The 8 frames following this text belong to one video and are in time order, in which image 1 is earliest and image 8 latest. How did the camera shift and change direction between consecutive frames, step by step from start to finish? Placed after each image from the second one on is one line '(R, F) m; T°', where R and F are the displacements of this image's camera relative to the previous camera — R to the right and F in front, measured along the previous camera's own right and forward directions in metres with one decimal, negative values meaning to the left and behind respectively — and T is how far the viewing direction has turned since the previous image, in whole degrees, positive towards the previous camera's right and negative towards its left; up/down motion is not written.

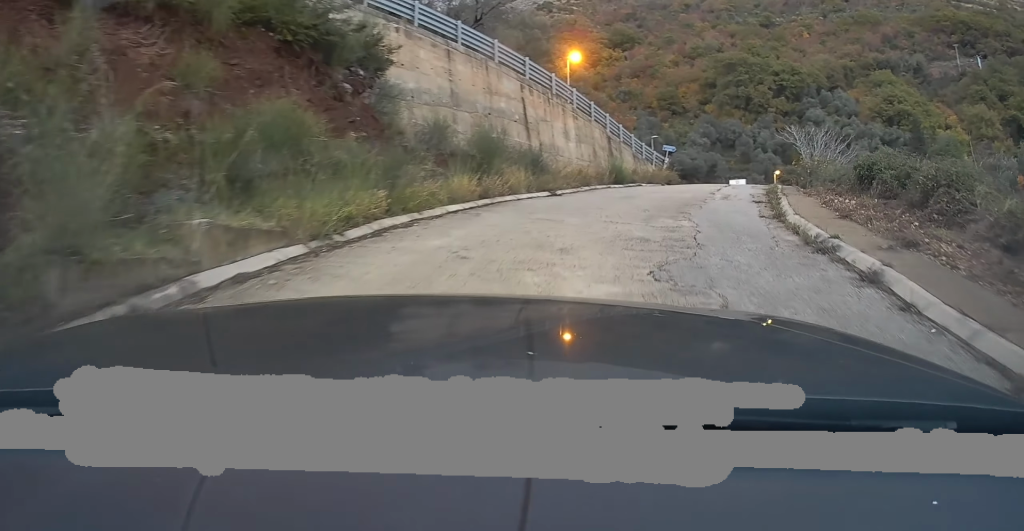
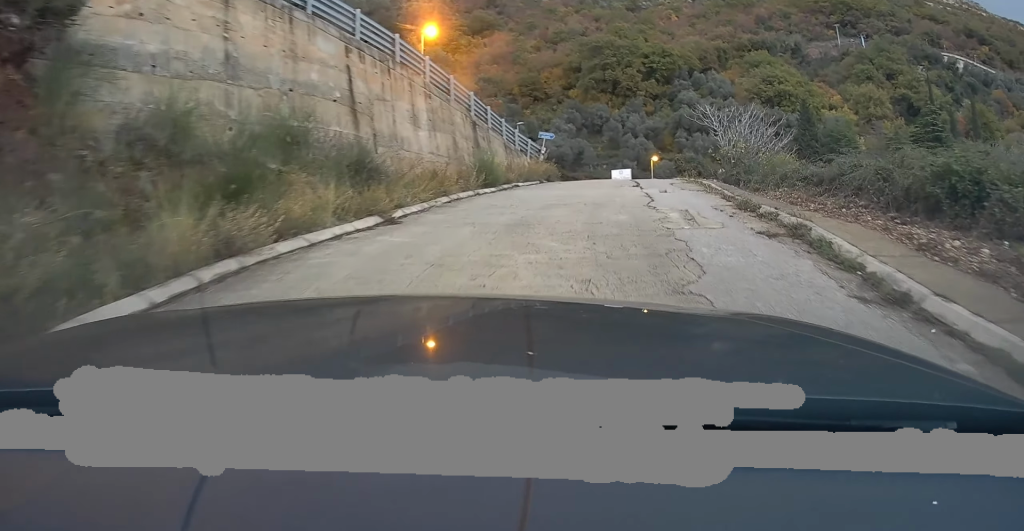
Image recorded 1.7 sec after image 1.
(+0.9, +8.2) m; +20°
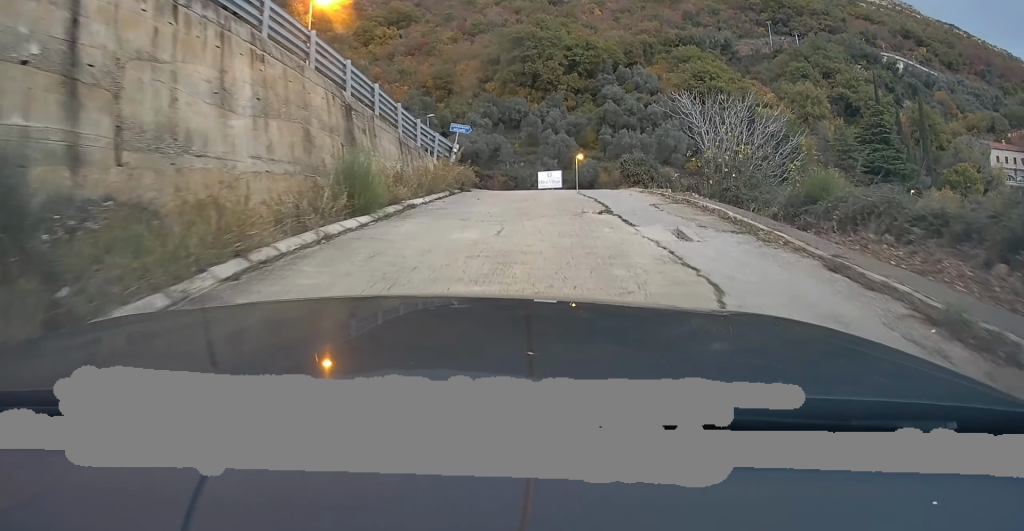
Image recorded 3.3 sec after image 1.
(+2.2, +8.3) m; +17°
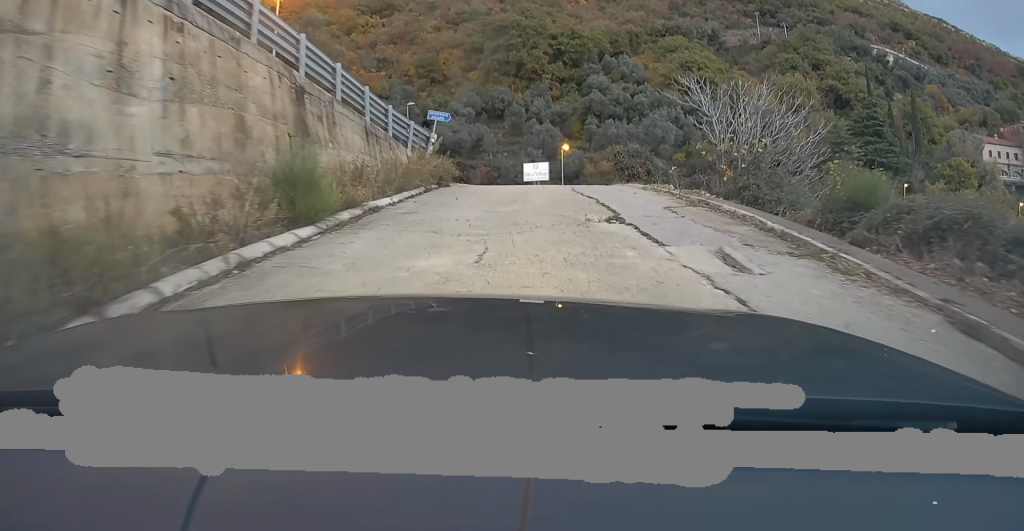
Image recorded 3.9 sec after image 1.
(0.0, +2.8) m; -1°
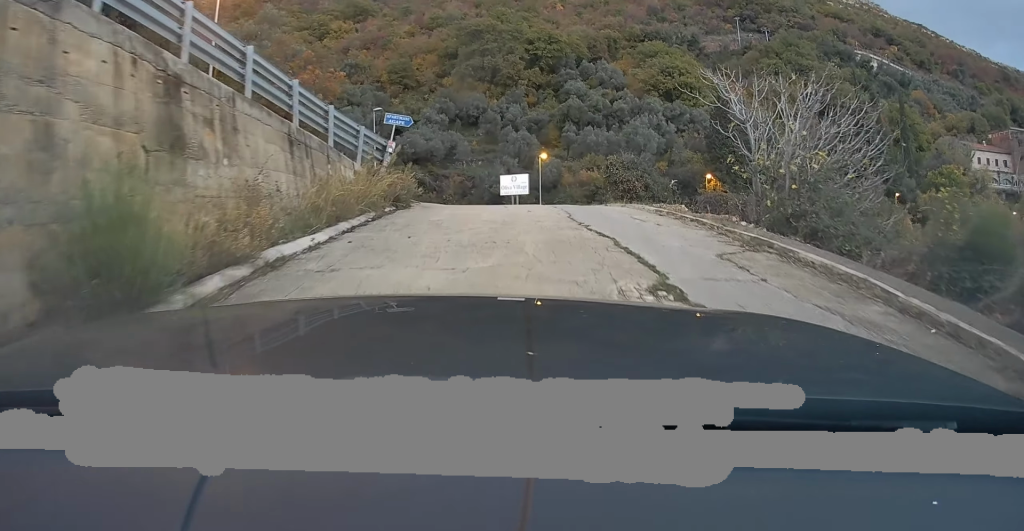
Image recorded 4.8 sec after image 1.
(-0.2, +4.7) m; 0°
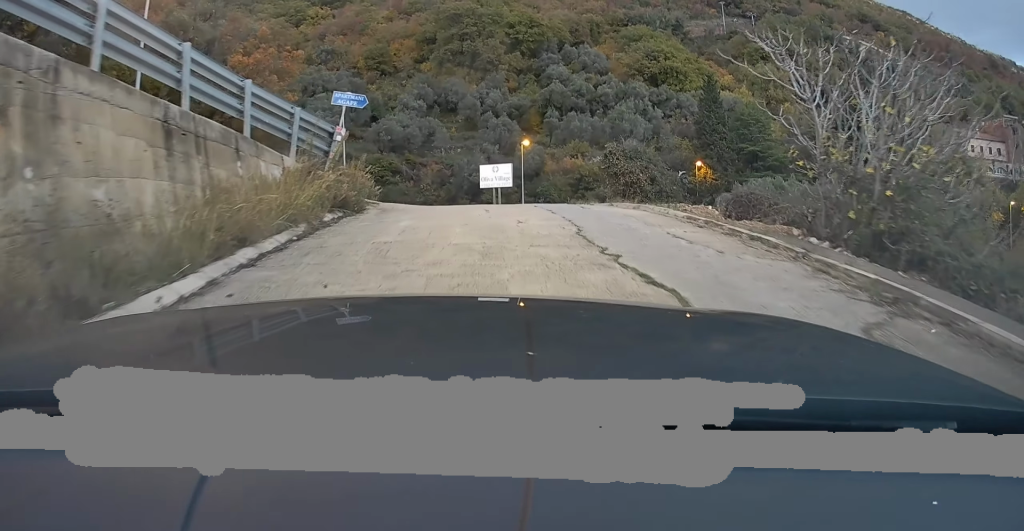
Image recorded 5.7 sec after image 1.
(+0.2, +4.3) m; +5°
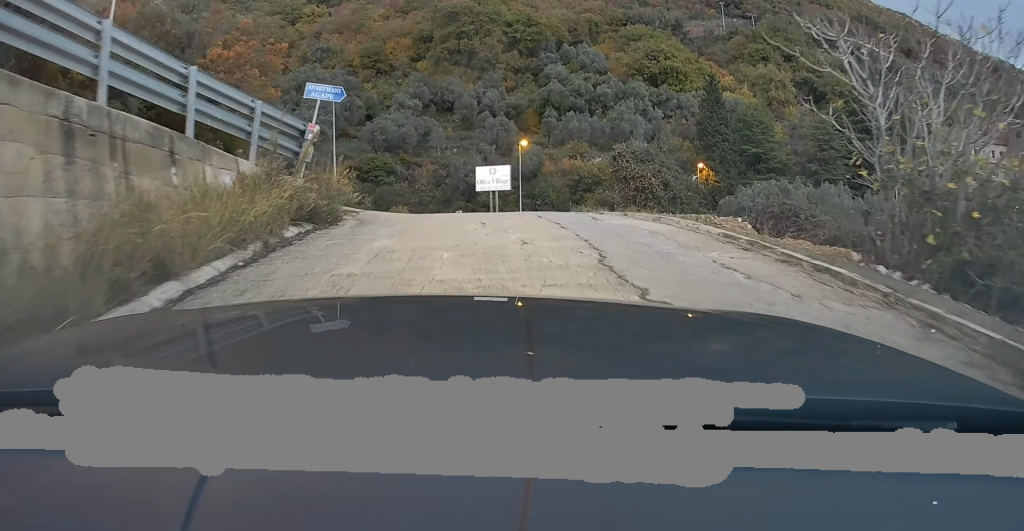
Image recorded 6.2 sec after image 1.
(+0.2, +2.1) m; -1°
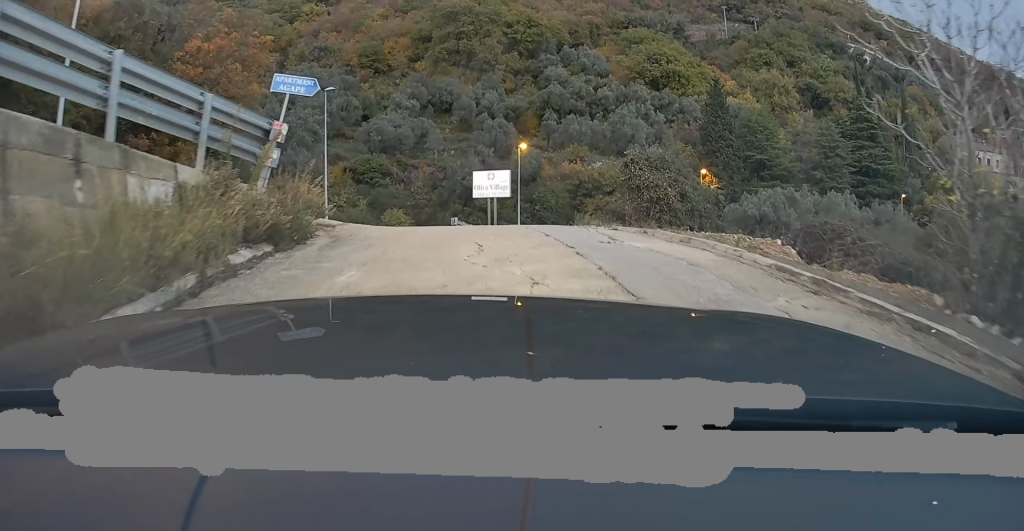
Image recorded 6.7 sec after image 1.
(0.0, +2.0) m; -2°
